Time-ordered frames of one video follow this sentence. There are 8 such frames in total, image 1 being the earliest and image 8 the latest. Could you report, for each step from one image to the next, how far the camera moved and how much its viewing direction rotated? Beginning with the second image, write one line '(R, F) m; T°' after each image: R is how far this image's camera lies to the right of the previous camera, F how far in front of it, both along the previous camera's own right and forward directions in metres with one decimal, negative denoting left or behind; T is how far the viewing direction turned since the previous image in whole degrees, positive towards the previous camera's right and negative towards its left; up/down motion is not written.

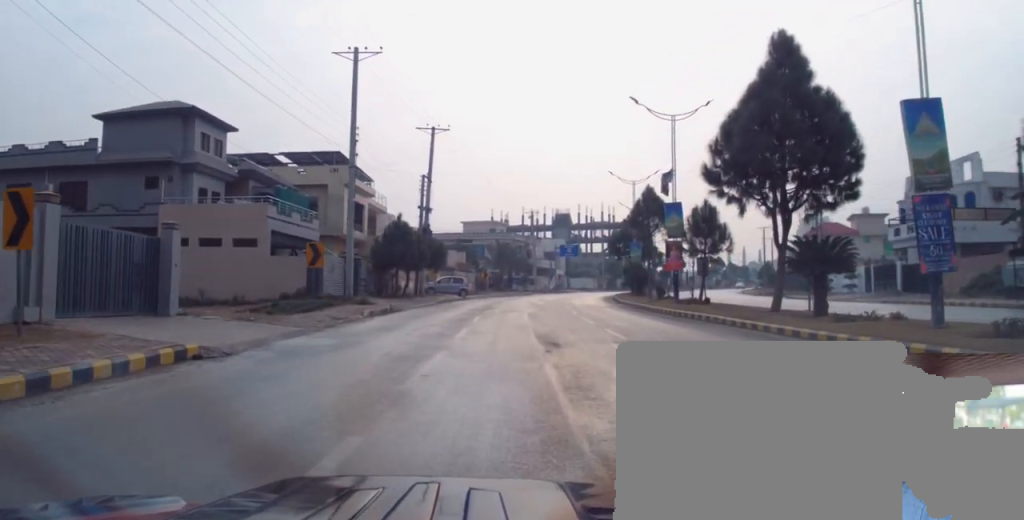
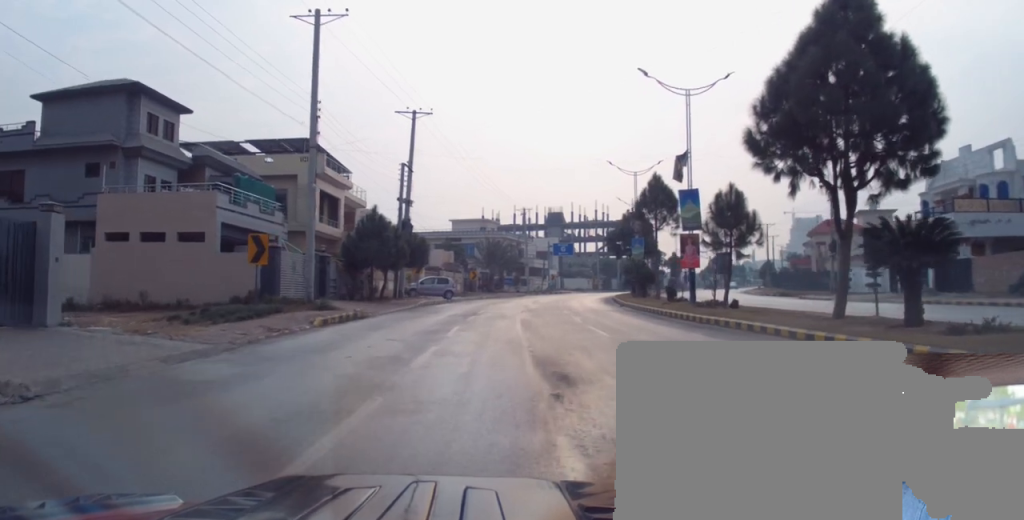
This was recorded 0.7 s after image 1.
(+0.1, +5.5) m; -2°
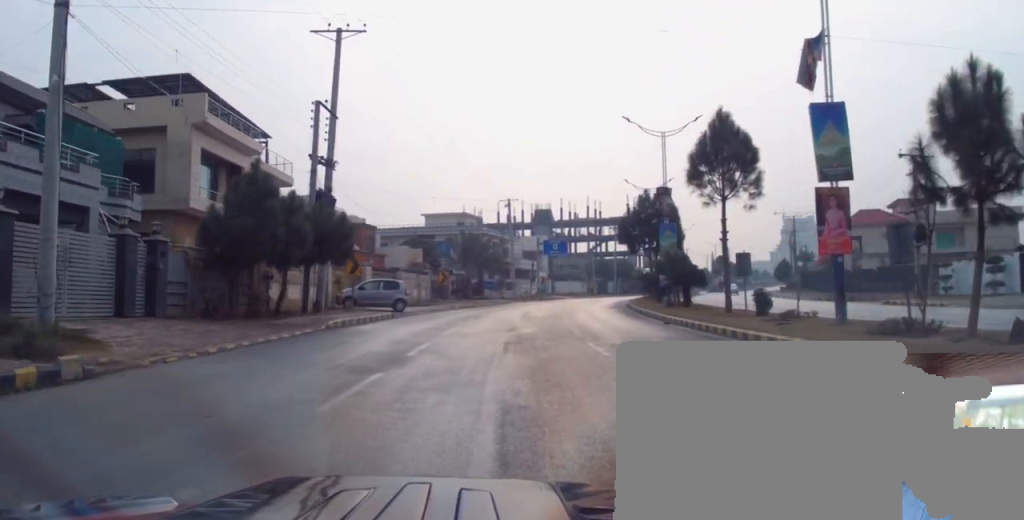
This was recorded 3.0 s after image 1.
(+0.6, +16.5) m; +7°
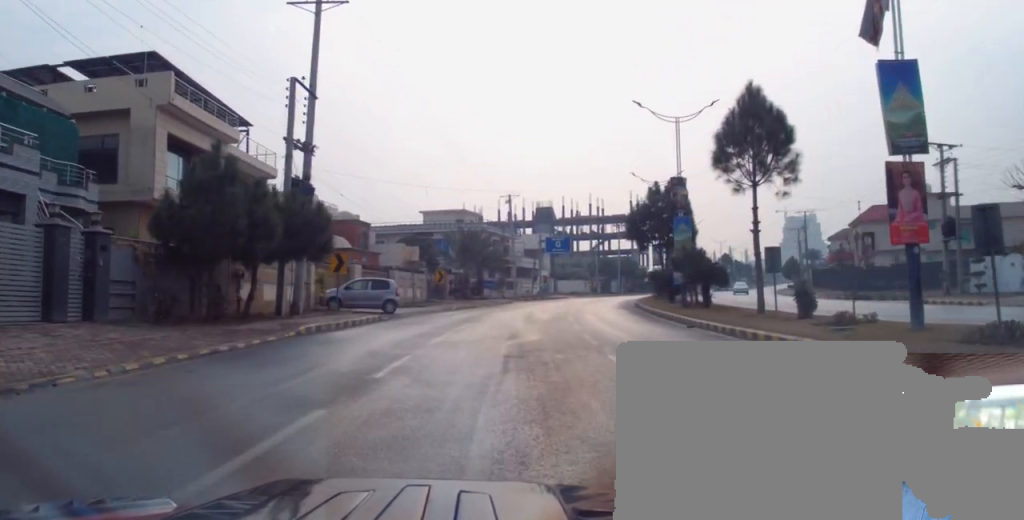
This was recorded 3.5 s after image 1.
(0.0, +3.3) m; -1°
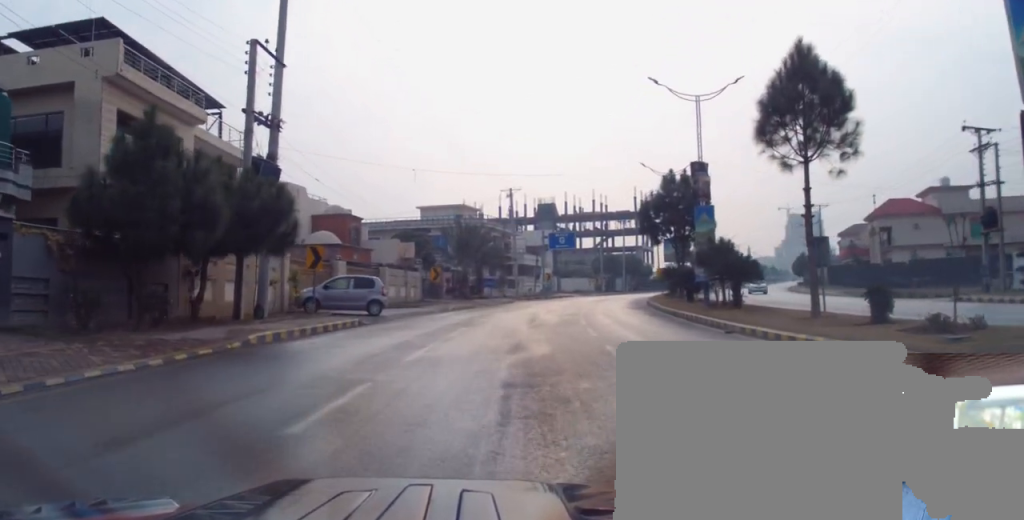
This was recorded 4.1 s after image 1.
(0.0, +4.0) m; -2°
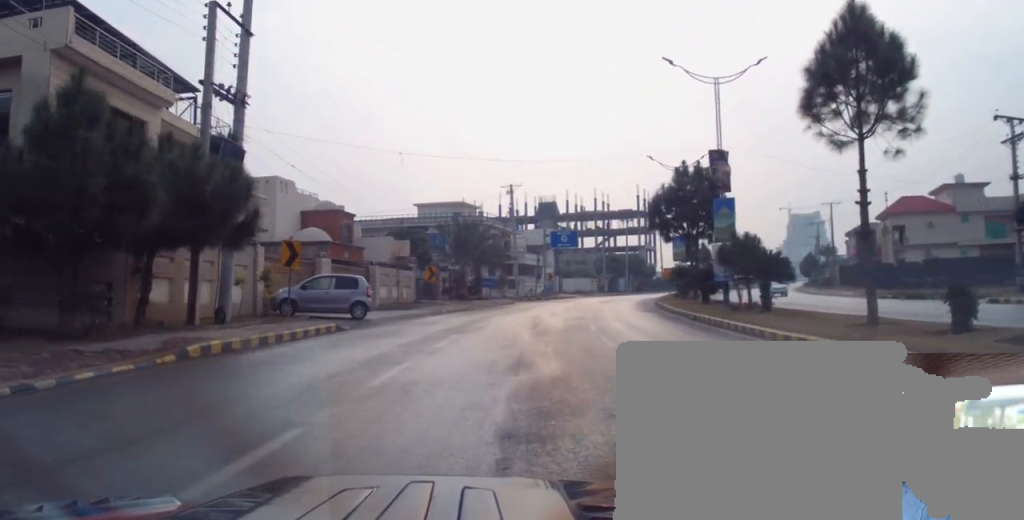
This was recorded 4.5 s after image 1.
(-0.1, +3.1) m; -1°
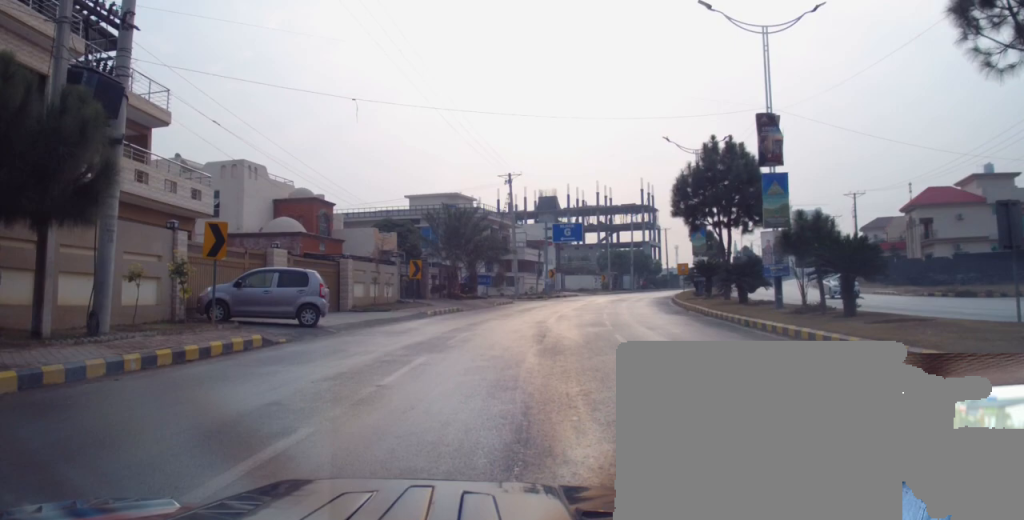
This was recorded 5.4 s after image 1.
(-0.1, +6.3) m; -2°
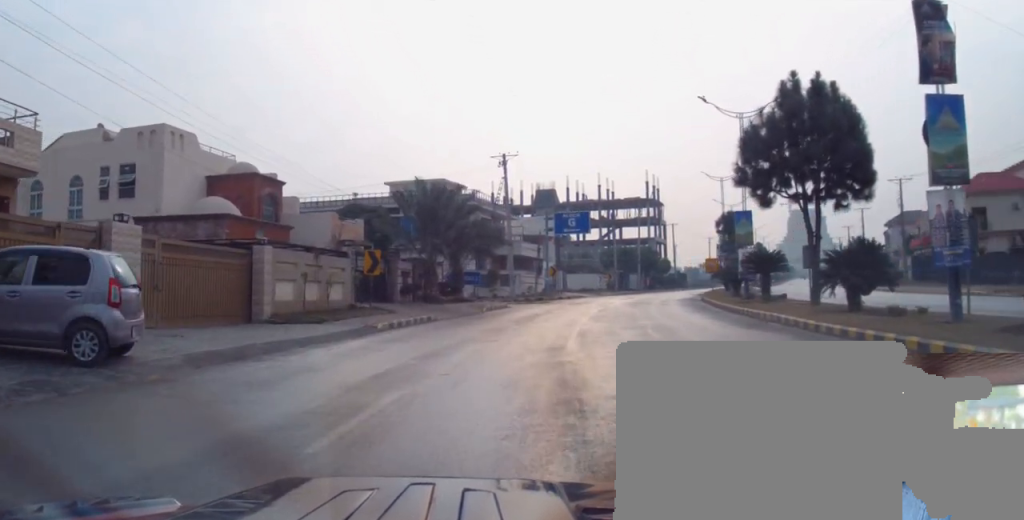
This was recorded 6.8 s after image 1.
(-0.3, +10.6) m; +2°
